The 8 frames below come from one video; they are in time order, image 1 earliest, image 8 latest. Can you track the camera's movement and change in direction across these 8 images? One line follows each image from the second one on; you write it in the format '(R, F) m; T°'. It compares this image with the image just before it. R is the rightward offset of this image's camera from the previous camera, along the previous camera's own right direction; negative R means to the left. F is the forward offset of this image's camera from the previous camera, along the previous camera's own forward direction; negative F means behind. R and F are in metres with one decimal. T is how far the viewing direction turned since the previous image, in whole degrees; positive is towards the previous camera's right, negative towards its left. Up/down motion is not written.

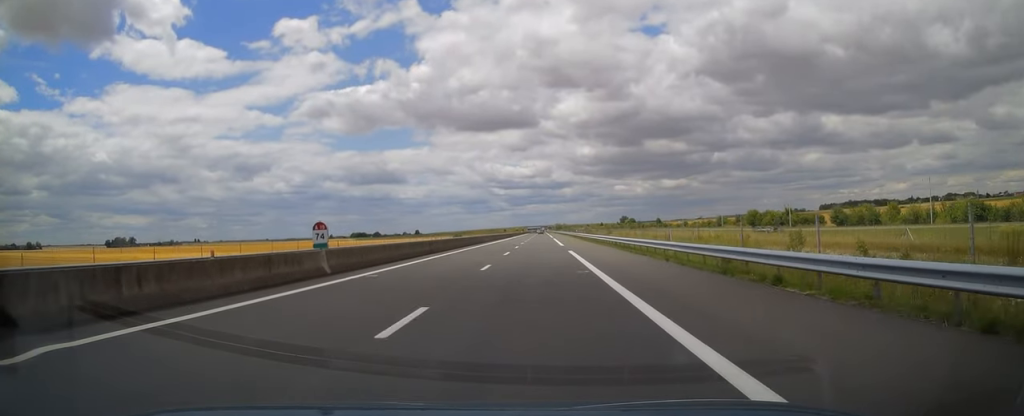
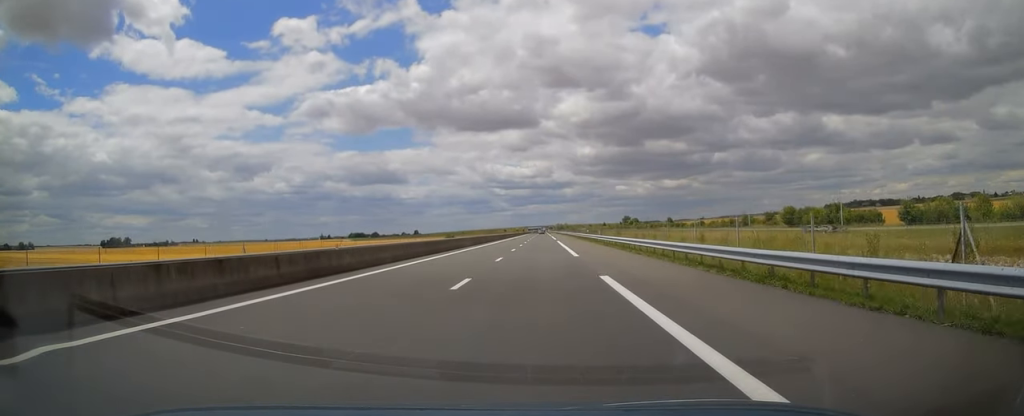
(0.0, +19.5) m; 0°
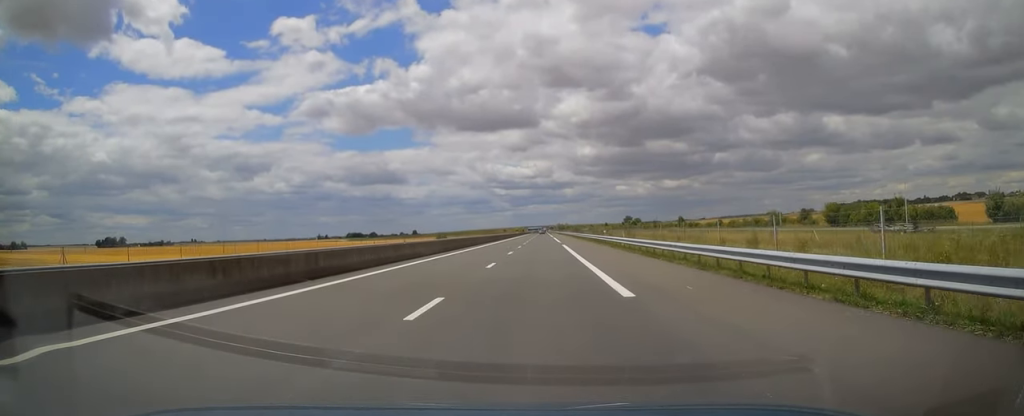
(0.0, +17.6) m; 0°
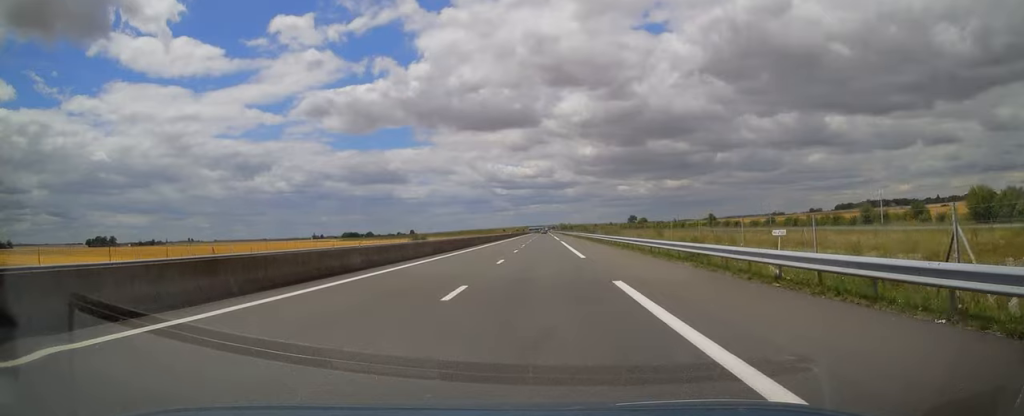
(+0.2, +36.1) m; 0°
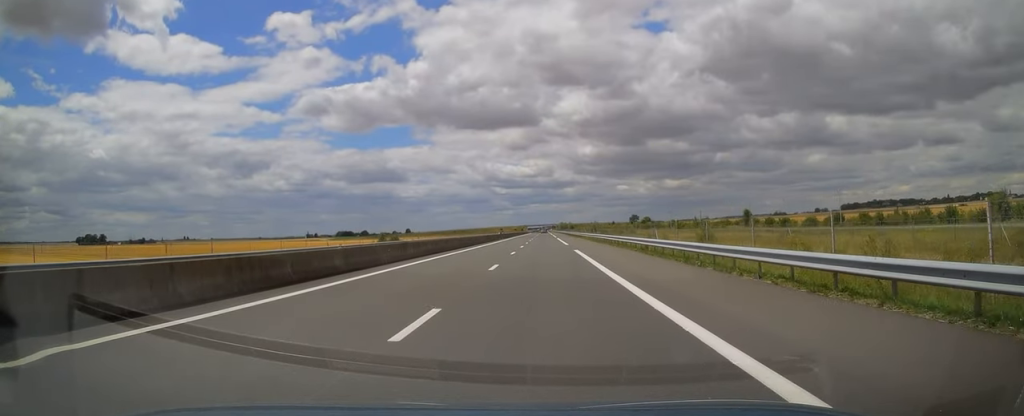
(+0.1, +30.3) m; -1°
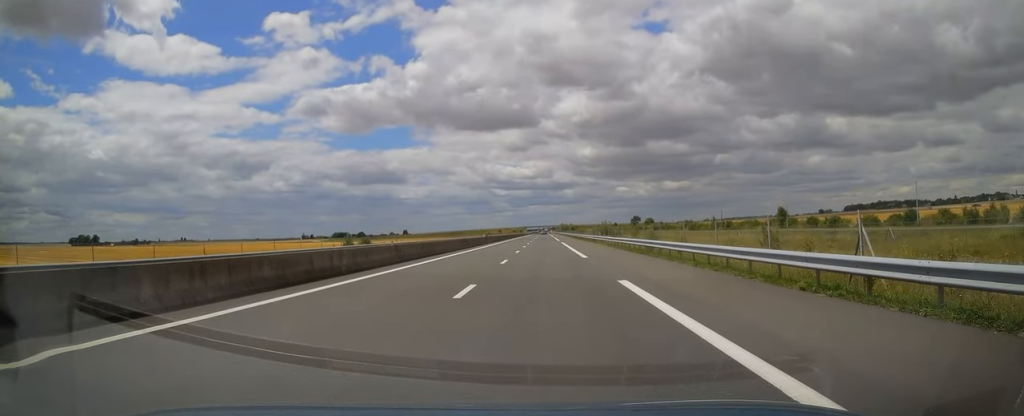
(-0.5, +21.0) m; -1°
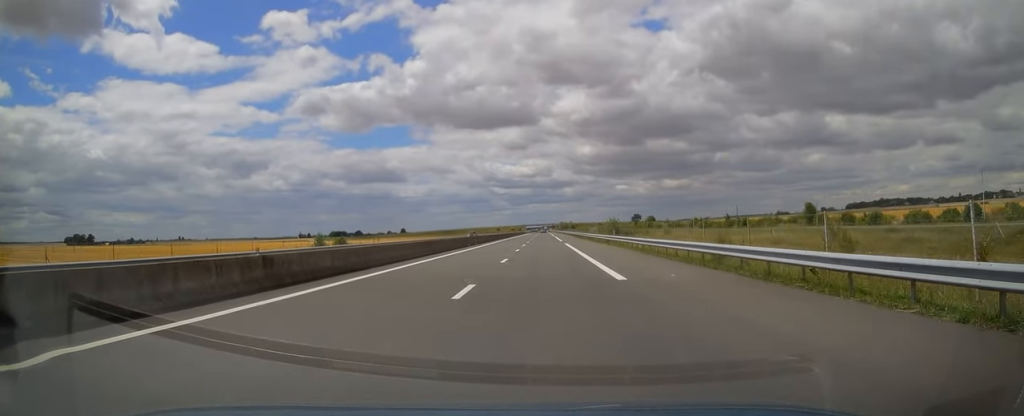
(+0.2, +13.2) m; +1°
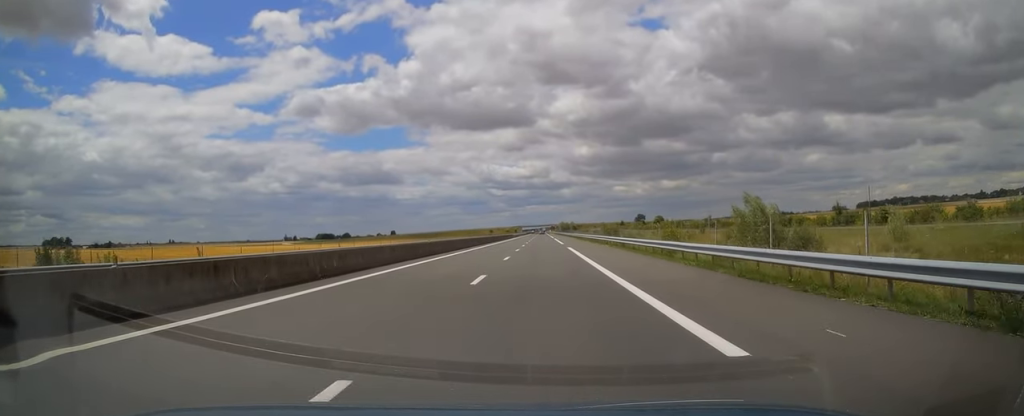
(+1.0, +61.0) m; 0°
